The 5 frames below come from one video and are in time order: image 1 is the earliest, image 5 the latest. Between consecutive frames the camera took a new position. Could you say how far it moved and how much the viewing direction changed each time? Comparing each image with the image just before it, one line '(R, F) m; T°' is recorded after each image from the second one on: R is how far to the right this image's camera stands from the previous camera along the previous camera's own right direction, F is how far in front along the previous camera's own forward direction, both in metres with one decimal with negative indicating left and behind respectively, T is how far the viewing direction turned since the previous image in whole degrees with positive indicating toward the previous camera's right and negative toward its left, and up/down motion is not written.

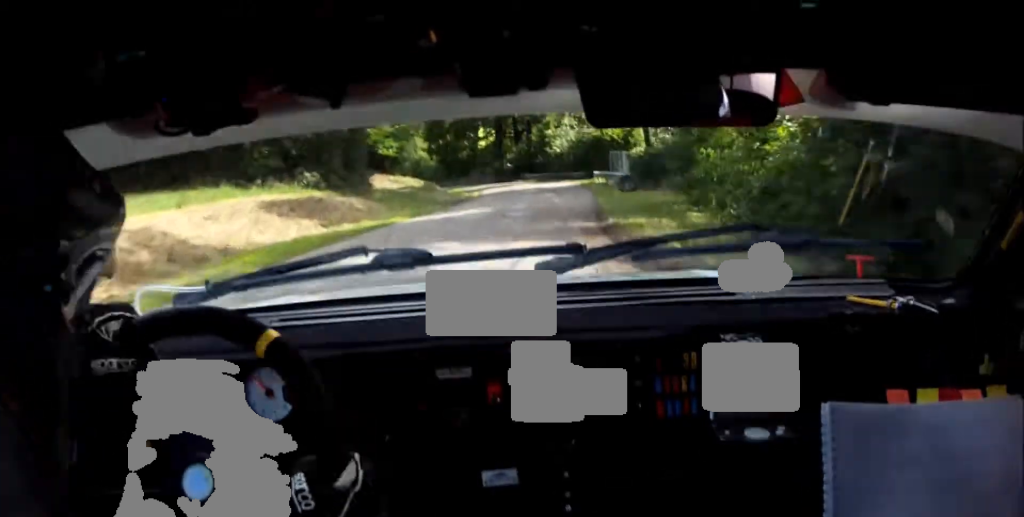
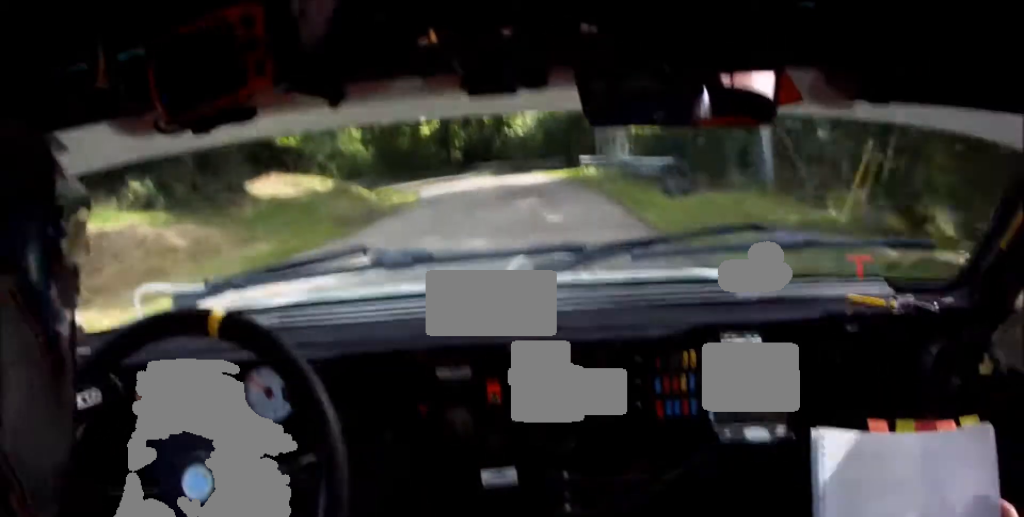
(+0.4, +12.2) m; 0°
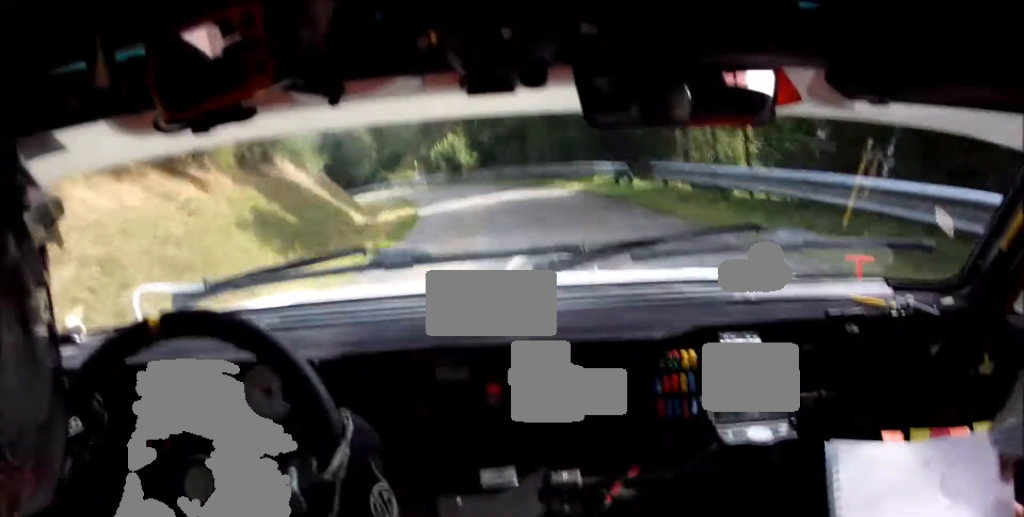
(-10.7, +76.1) m; -25°
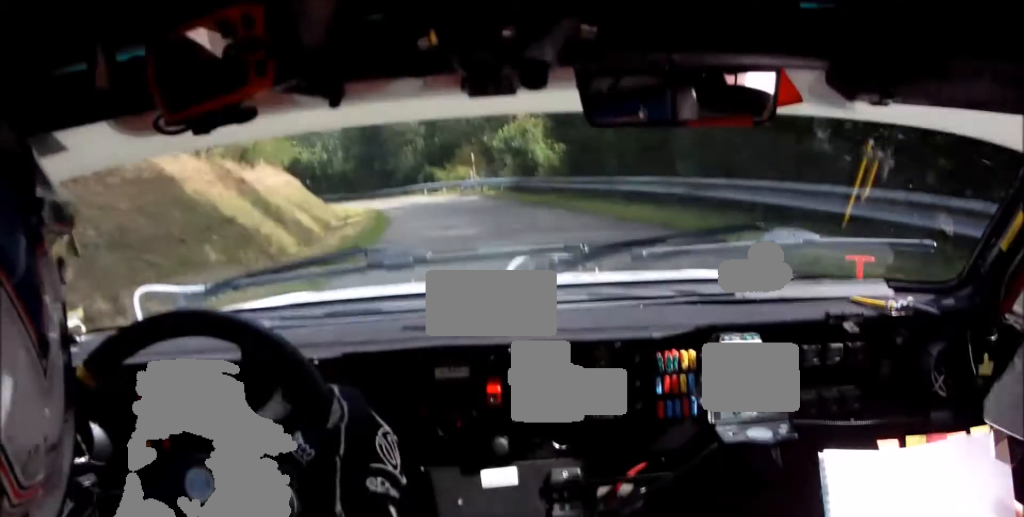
(-2.5, +22.1) m; -12°
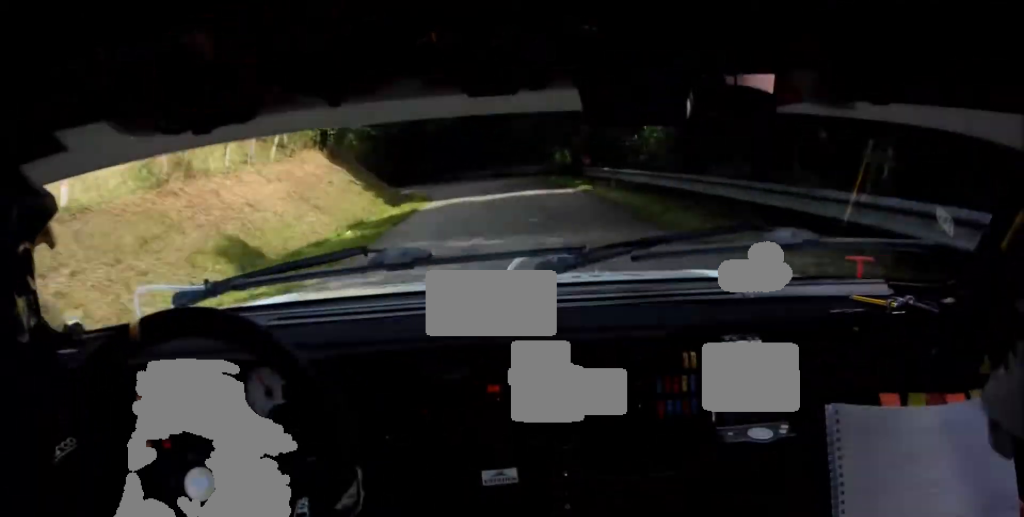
(-27.7, +93.2) m; -31°
